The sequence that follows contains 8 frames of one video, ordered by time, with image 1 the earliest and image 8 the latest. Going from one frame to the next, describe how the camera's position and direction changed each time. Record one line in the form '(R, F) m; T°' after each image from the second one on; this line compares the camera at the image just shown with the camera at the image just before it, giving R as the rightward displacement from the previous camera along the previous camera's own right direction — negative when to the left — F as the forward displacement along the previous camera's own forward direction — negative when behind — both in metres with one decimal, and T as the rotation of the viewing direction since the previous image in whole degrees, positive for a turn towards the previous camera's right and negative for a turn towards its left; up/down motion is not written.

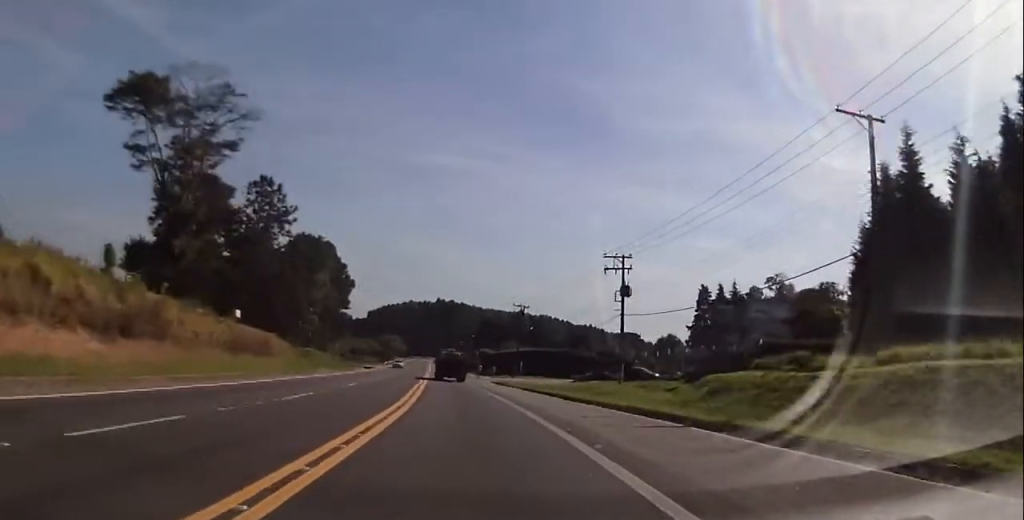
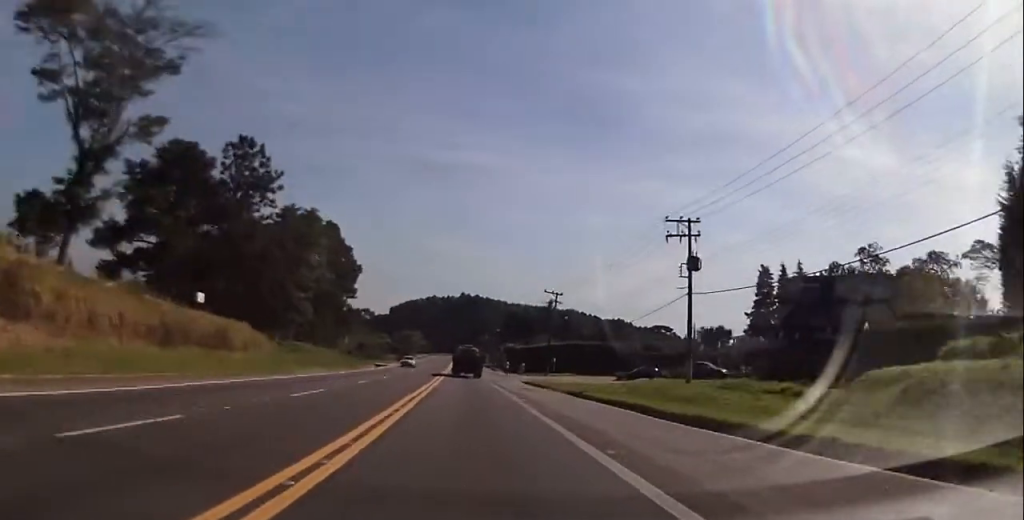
(-0.2, +11.1) m; -2°
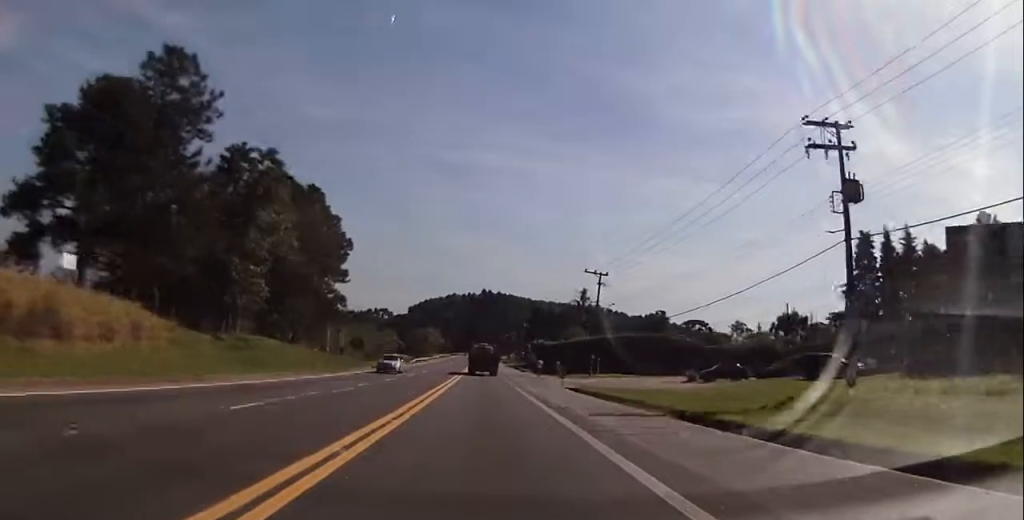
(-0.5, +16.1) m; -3°
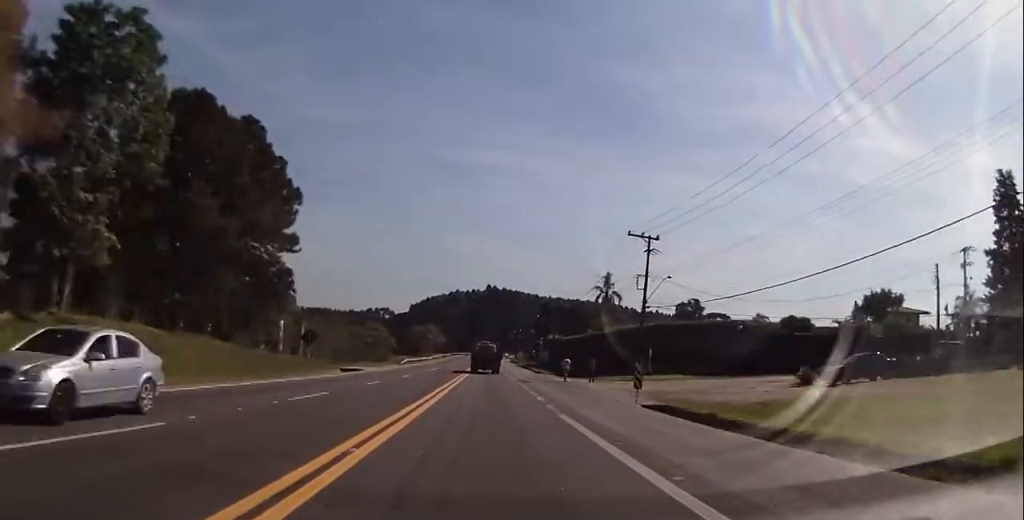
(-0.3, +19.6) m; 0°
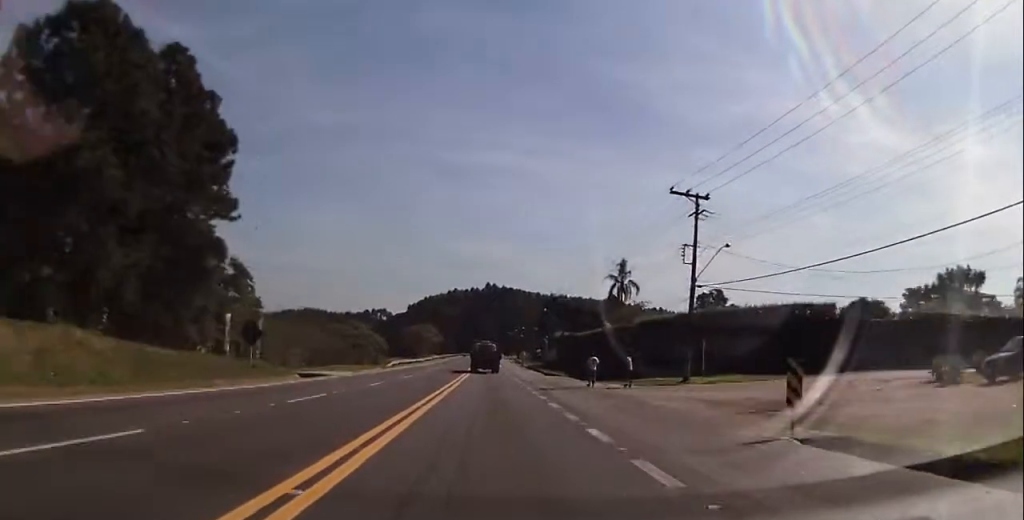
(0.0, +13.1) m; 0°
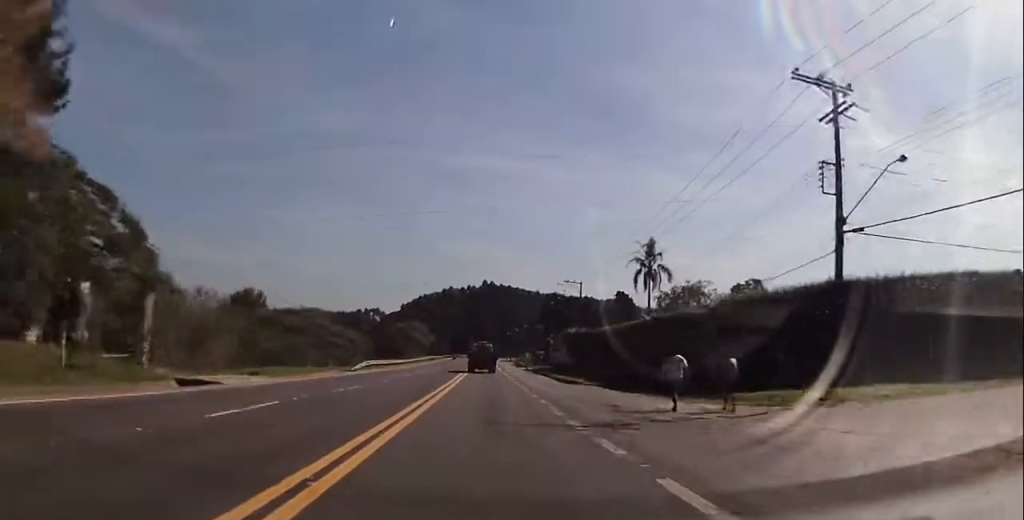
(+0.1, +18.8) m; 0°
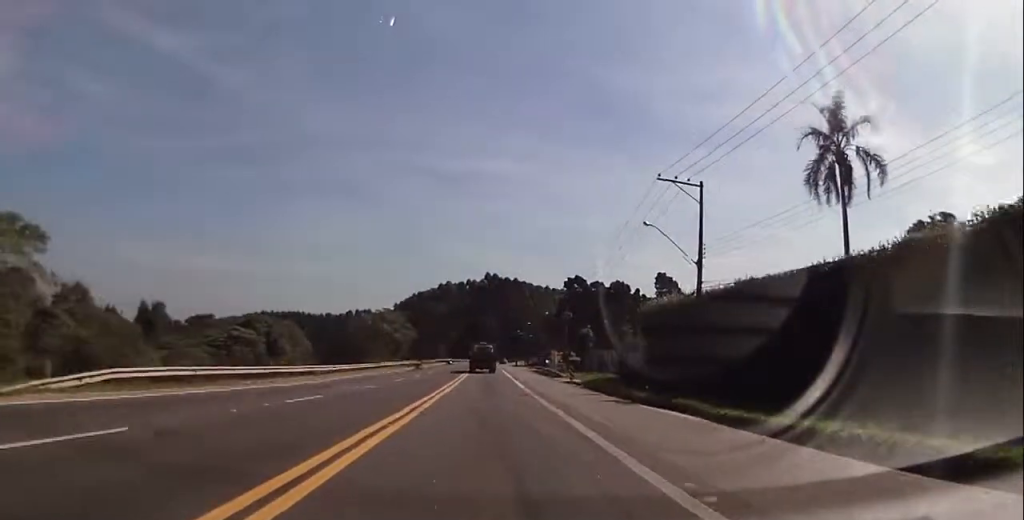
(-0.9, +42.0) m; -2°
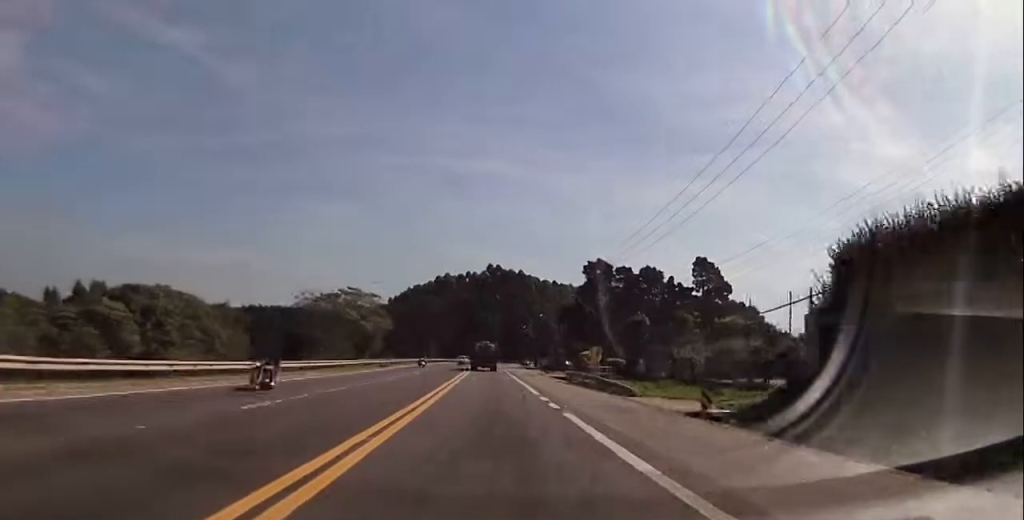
(+0.2, +26.6) m; +1°
